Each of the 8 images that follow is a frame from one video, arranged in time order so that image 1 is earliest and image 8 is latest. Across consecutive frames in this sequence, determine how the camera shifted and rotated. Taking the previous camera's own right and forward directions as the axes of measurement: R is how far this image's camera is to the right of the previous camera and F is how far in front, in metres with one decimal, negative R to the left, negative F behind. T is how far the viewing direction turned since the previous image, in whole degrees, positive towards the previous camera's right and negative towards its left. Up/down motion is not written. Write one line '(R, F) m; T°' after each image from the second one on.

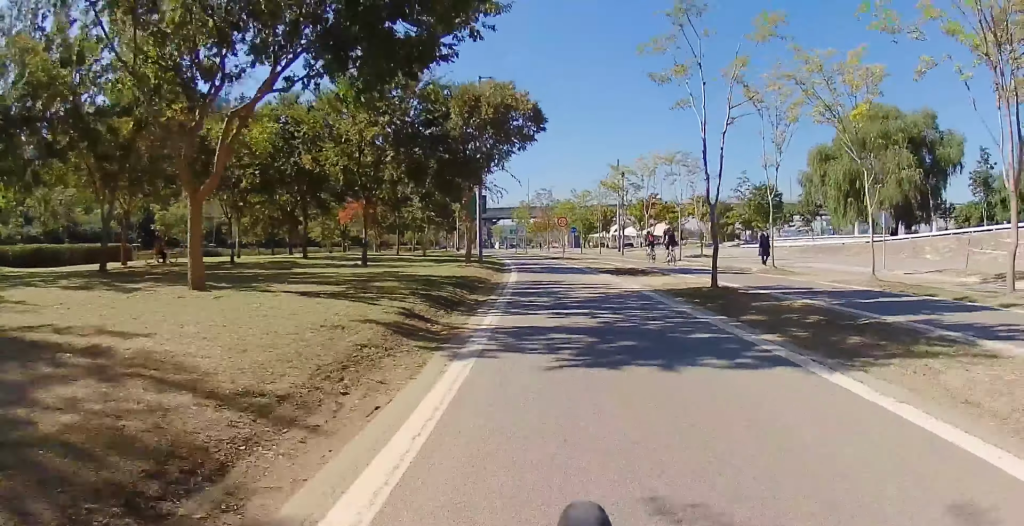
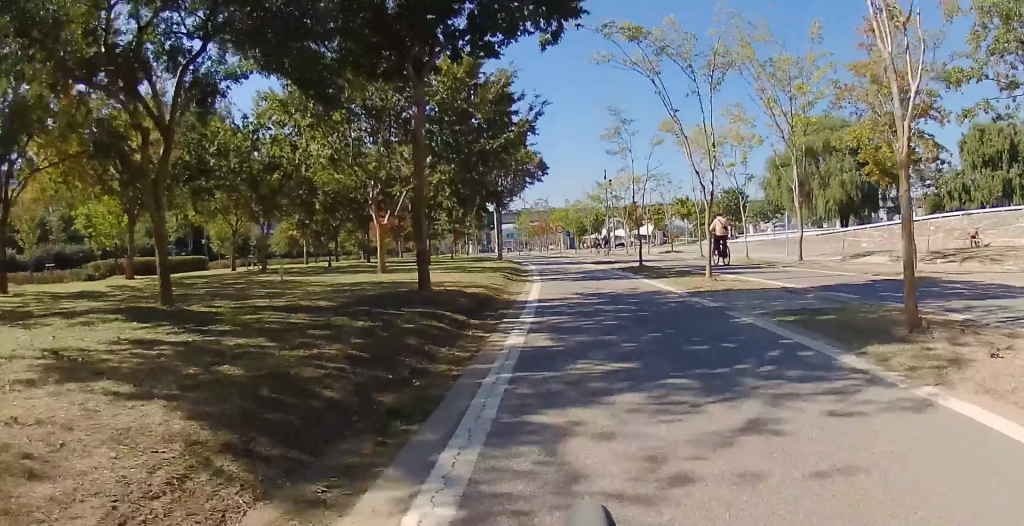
(-0.2, +9.5) m; 0°
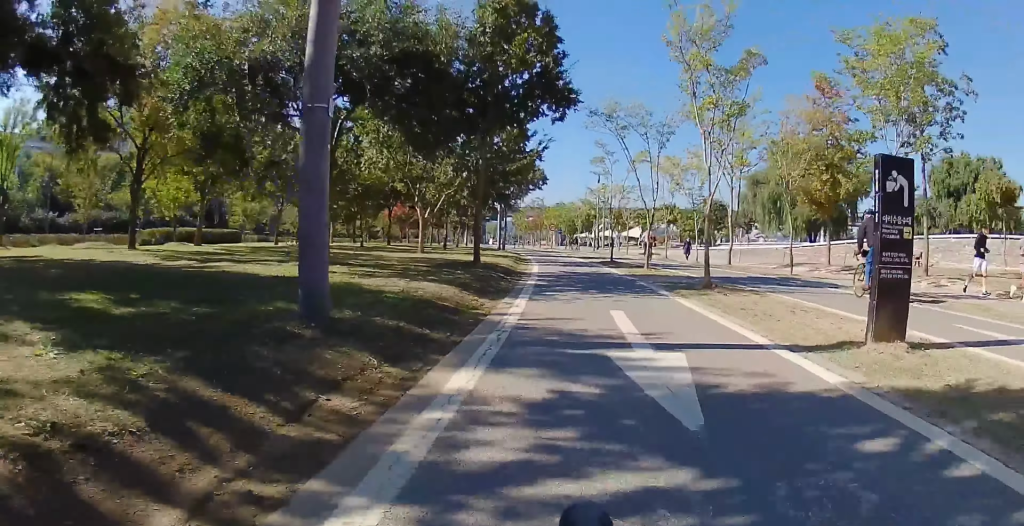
(+0.2, +6.6) m; +2°
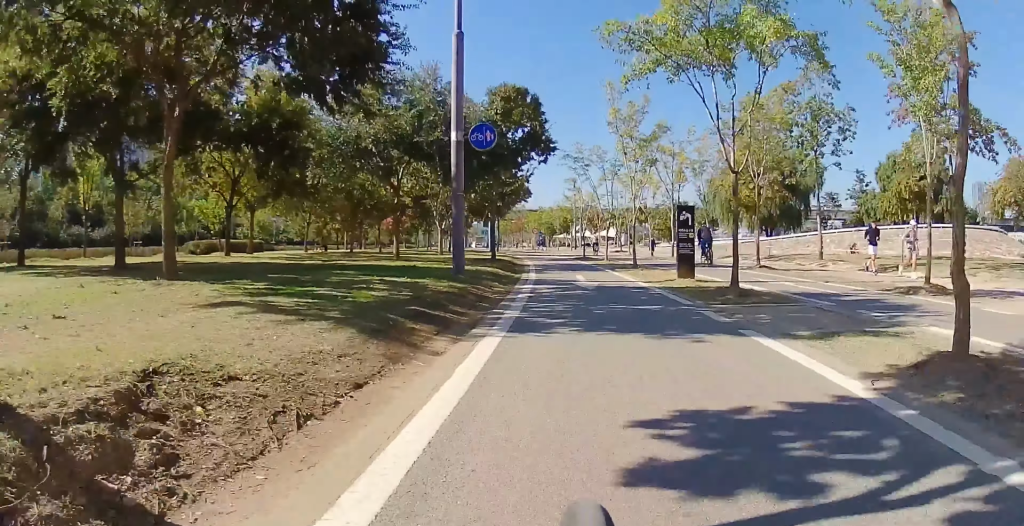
(0.0, +8.2) m; -1°
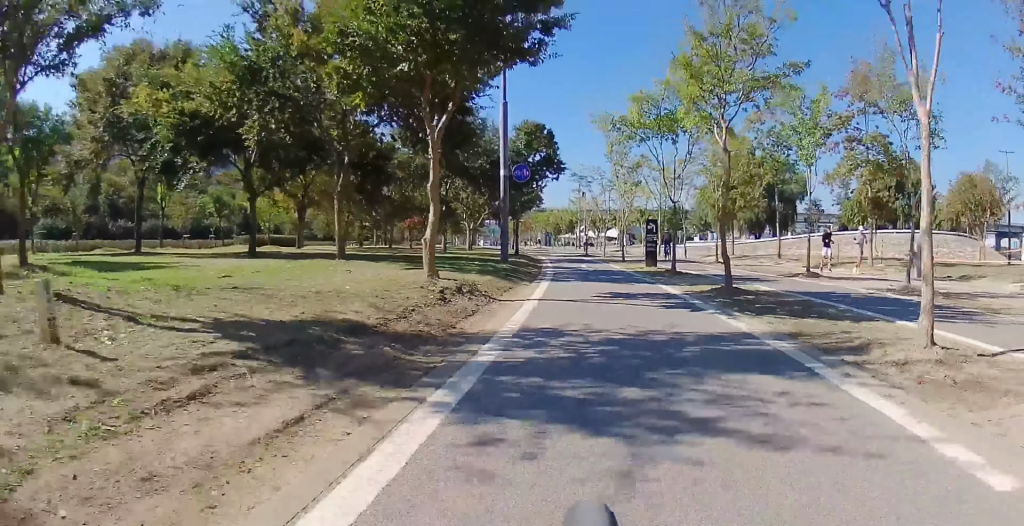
(-0.2, +7.3) m; +2°
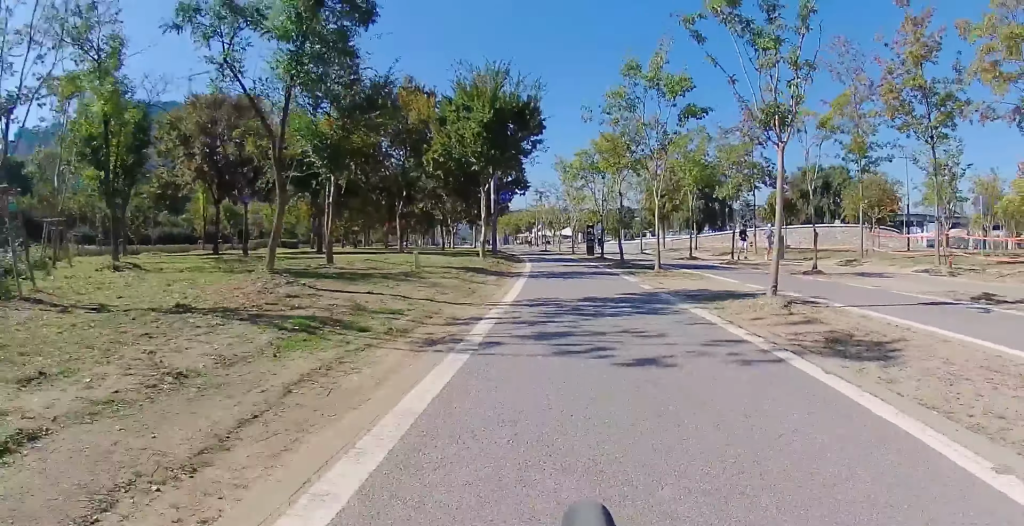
(+1.2, +11.2) m; +12°
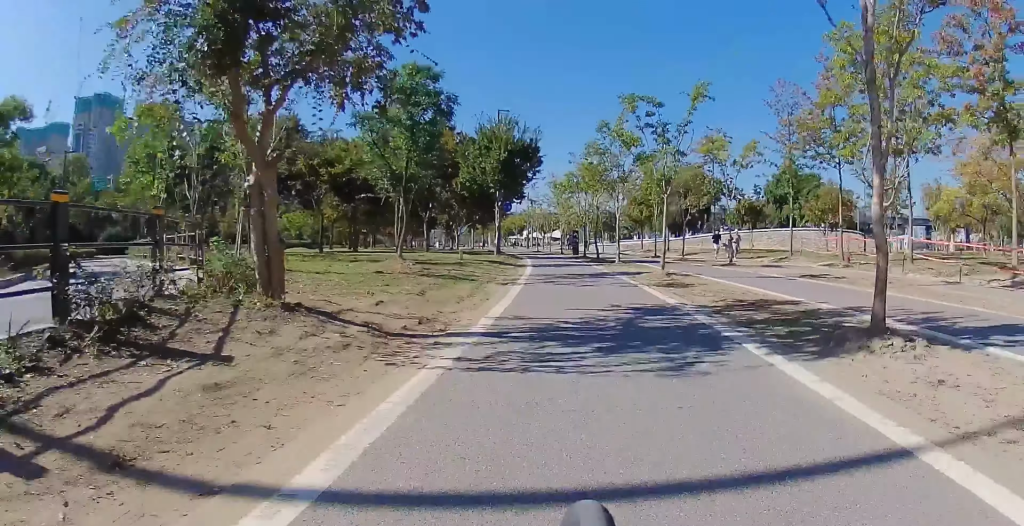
(+0.6, +7.4) m; +5°
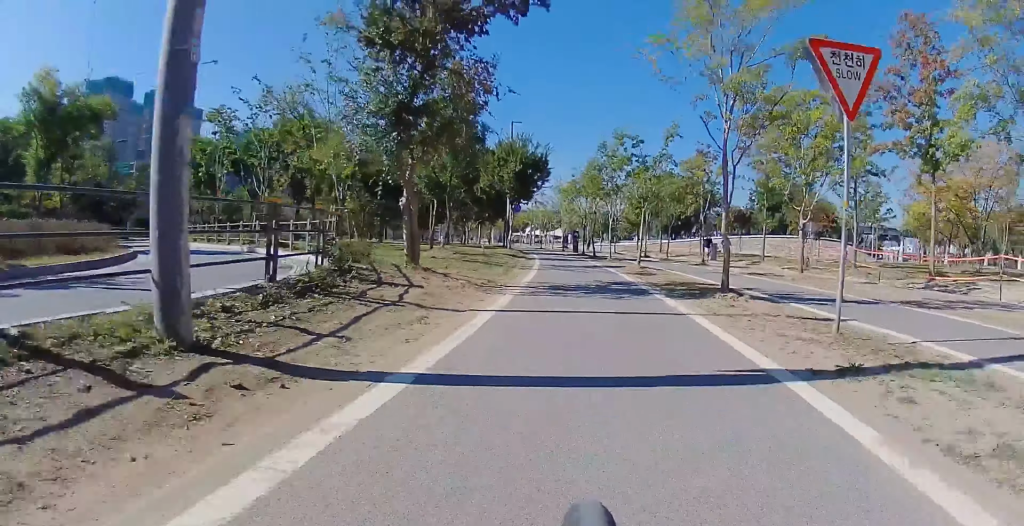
(+0.1, +5.0) m; -1°
